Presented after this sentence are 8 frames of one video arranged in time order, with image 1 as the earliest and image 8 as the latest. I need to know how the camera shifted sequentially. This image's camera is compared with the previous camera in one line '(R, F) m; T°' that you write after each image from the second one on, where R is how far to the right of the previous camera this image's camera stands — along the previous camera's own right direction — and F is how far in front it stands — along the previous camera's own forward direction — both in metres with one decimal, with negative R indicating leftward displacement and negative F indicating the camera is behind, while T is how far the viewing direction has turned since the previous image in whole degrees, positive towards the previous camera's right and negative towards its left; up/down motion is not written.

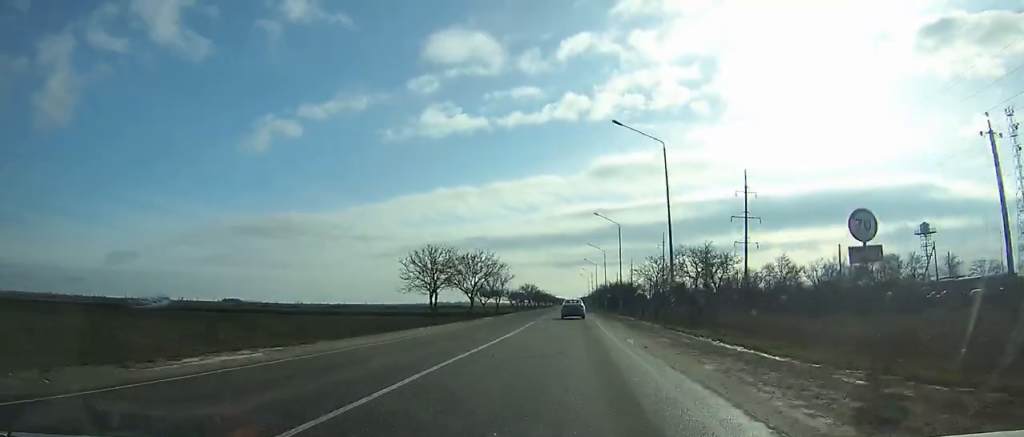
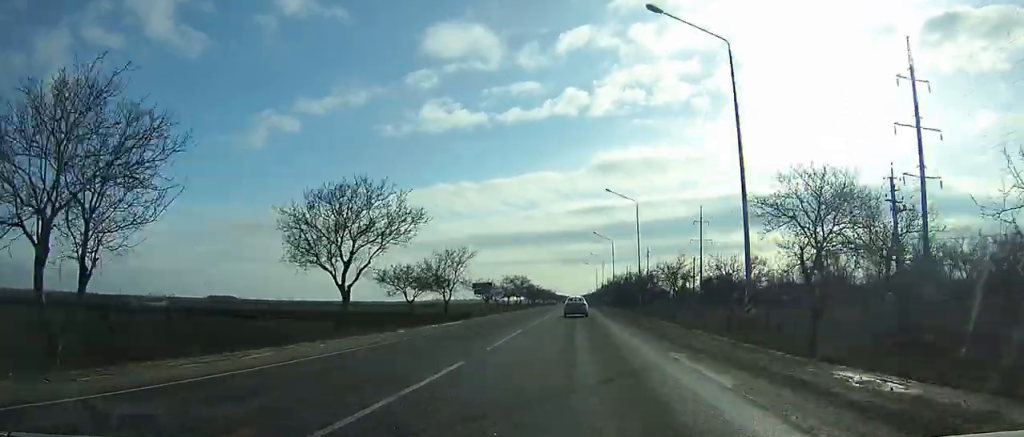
(-0.1, +48.6) m; 0°
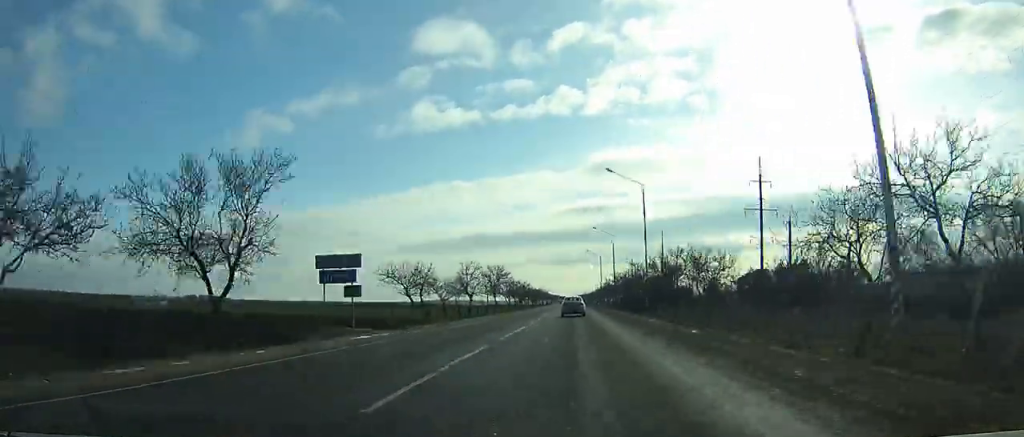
(0.0, +44.5) m; 0°
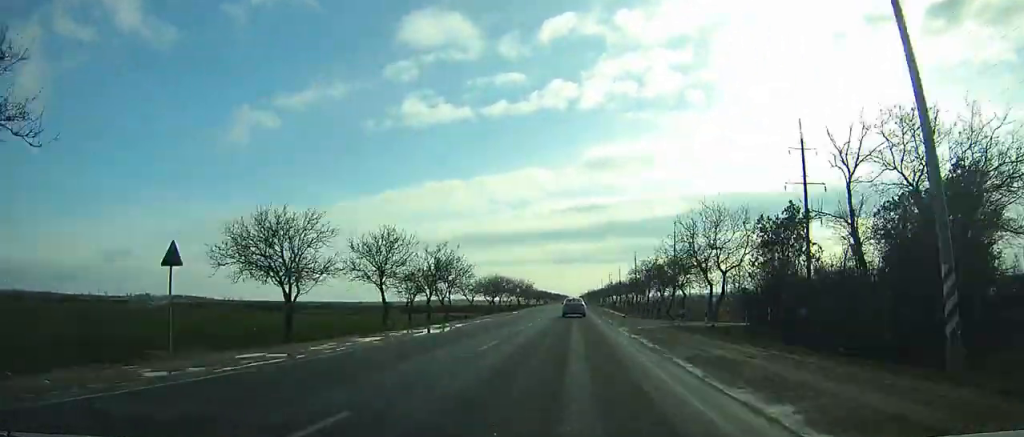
(+8.3, +109.8) m; +2°
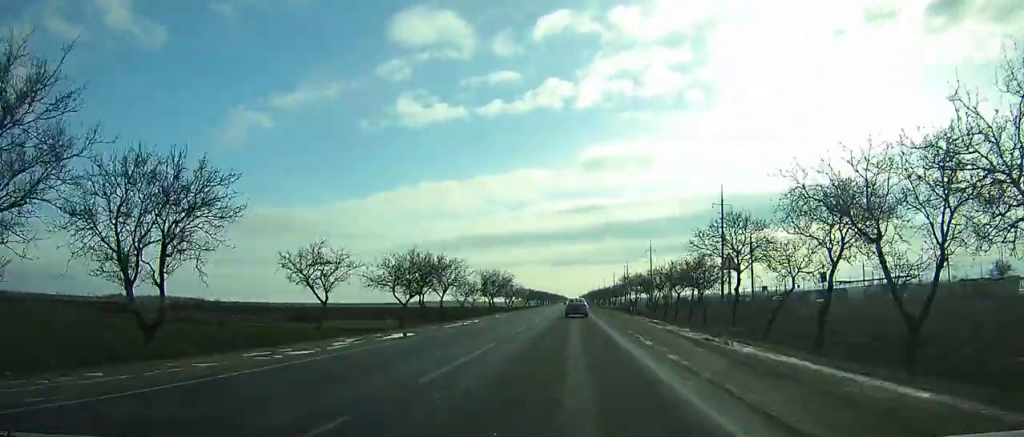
(-2.7, +52.7) m; -4°
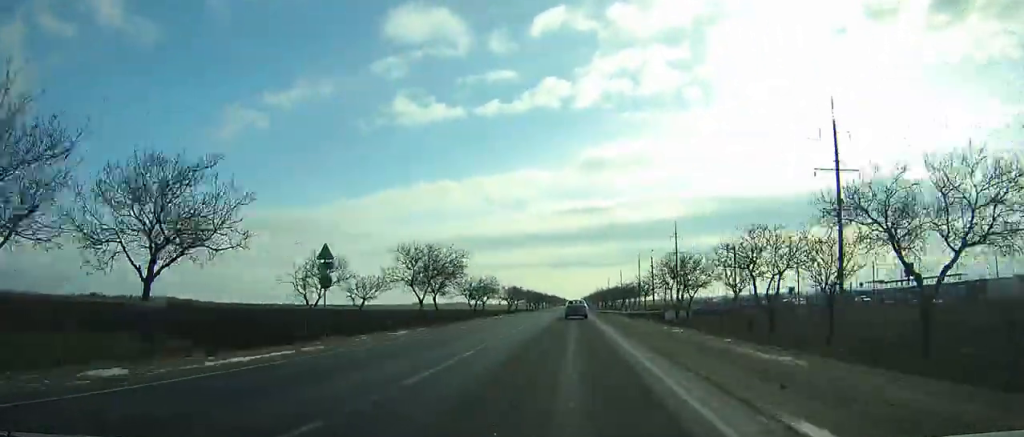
(-4.9, +50.9) m; -2°
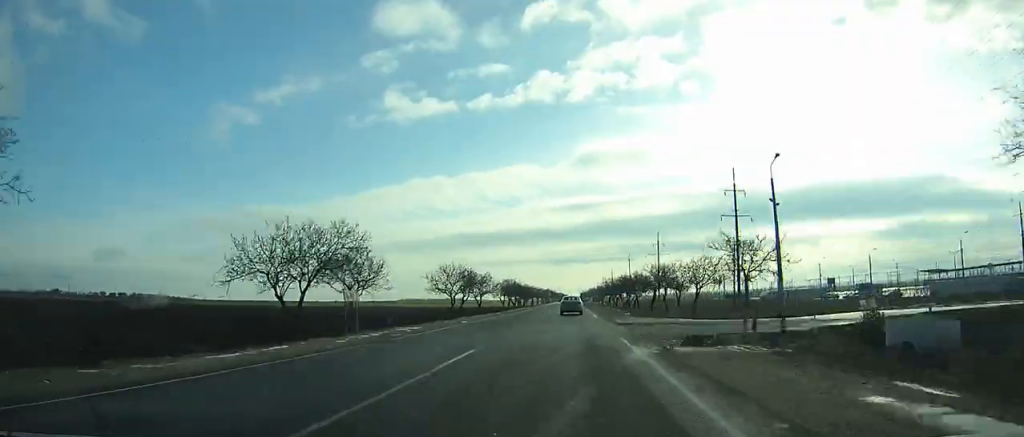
(+4.0, +61.6) m; +4°
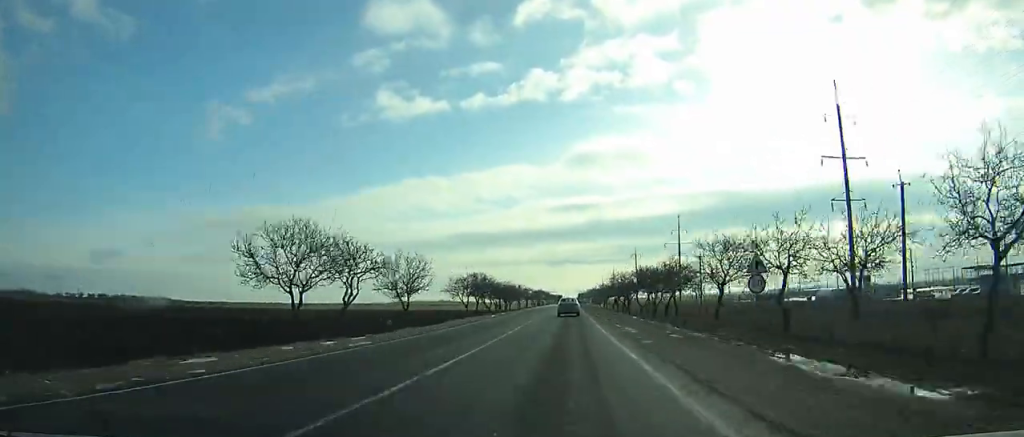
(+0.3, +41.0) m; 0°
